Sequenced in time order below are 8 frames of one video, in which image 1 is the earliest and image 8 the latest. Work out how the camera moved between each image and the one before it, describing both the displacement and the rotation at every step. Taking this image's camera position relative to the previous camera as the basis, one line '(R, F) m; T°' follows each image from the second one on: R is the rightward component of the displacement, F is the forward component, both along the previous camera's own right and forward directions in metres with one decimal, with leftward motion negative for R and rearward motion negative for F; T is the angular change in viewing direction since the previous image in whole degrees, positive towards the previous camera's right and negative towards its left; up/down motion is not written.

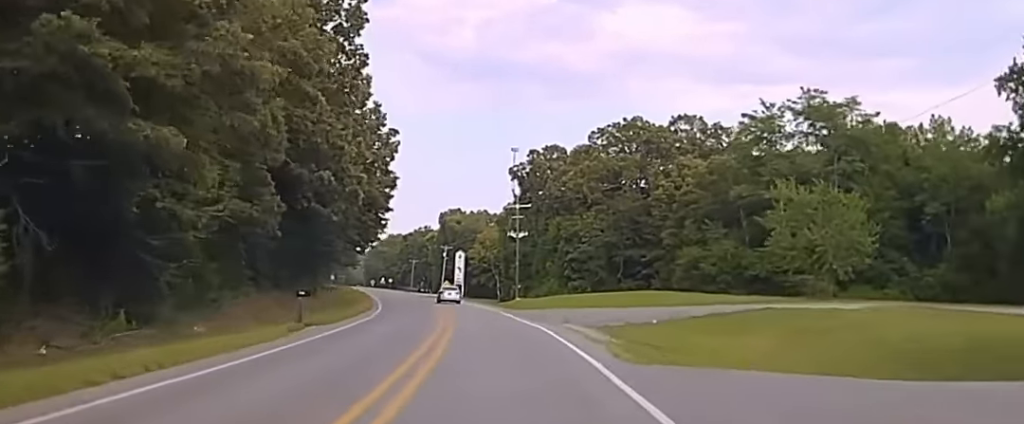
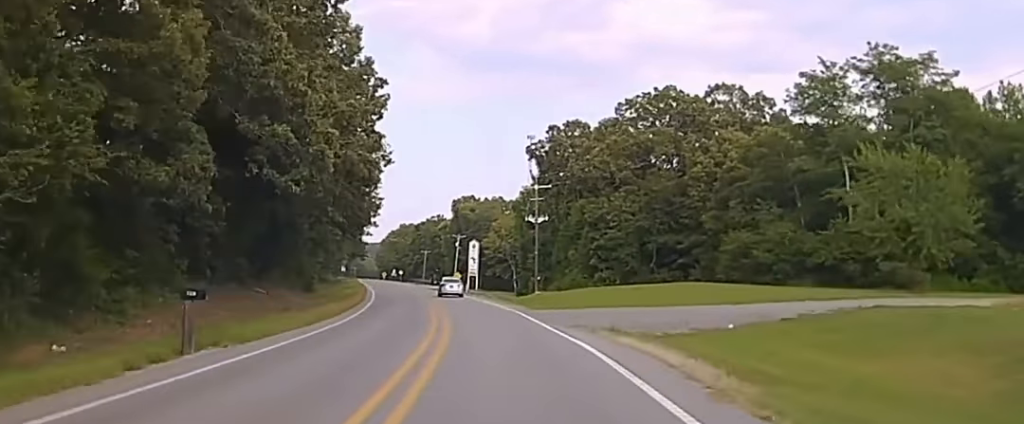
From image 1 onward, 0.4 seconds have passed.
(+0.1, +13.5) m; -1°
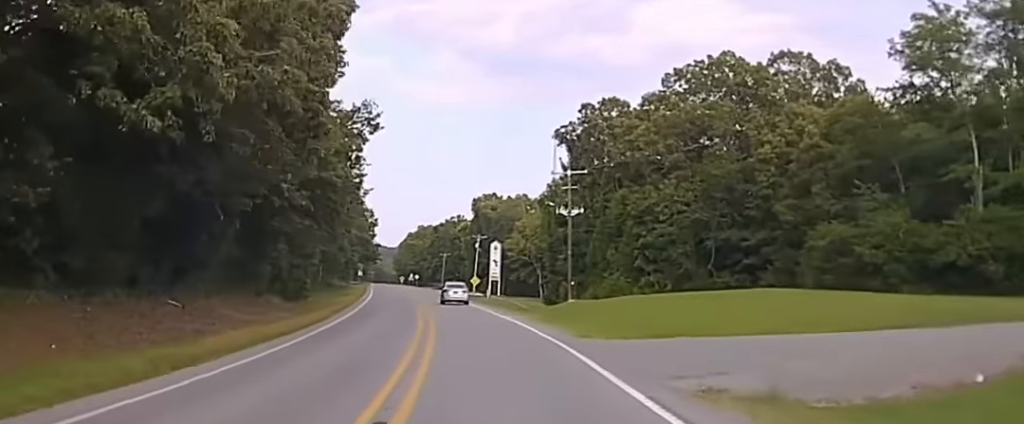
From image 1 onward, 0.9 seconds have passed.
(-0.4, +16.4) m; -2°
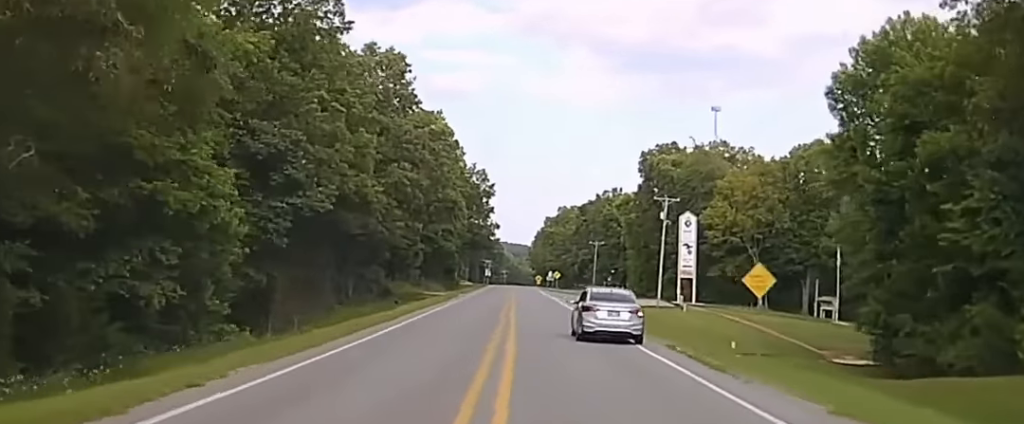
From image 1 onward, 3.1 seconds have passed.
(-4.4, +69.6) m; -6°
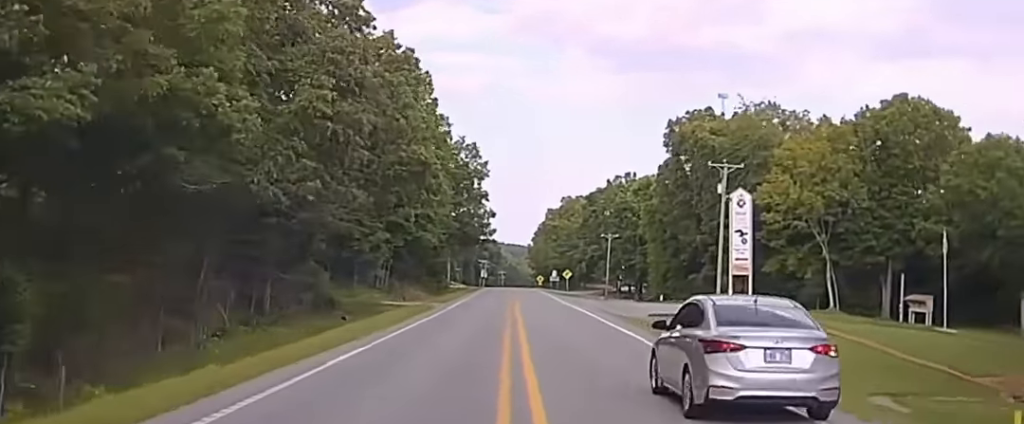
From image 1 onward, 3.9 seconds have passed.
(-0.3, +26.7) m; 0°
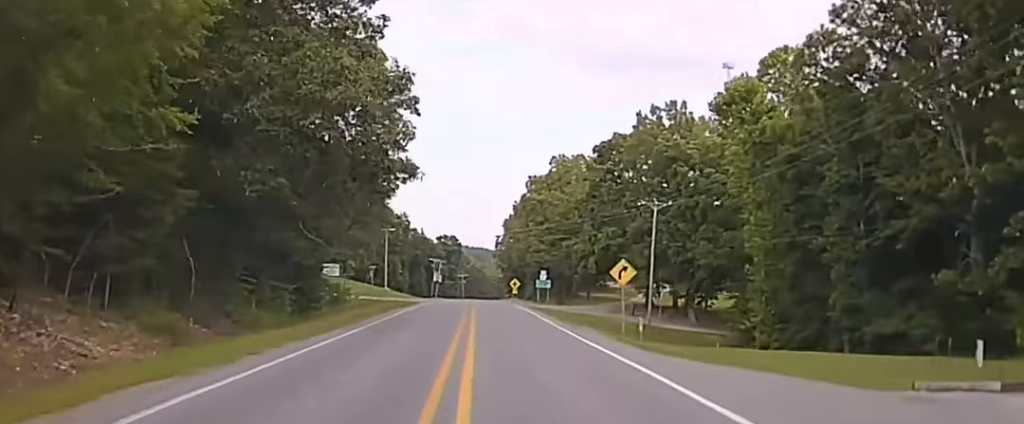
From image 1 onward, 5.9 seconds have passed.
(+1.2, +73.8) m; +2°
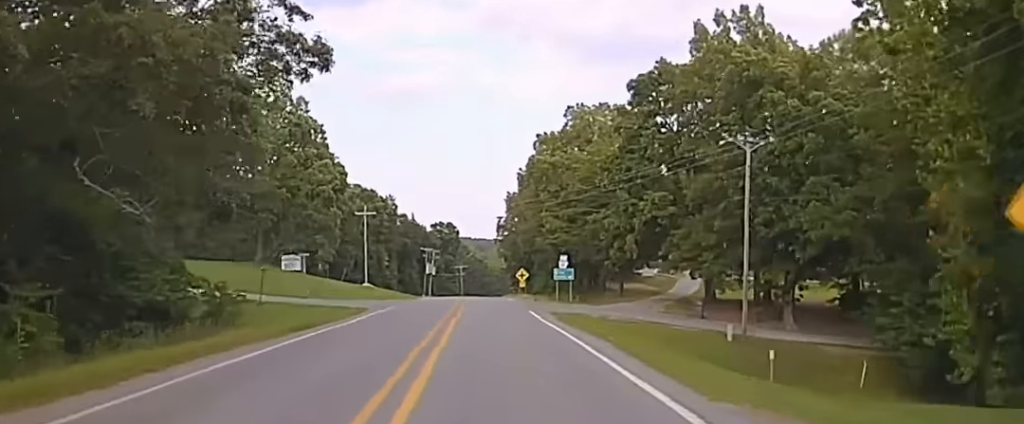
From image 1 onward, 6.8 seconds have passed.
(+0.1, +33.8) m; 0°
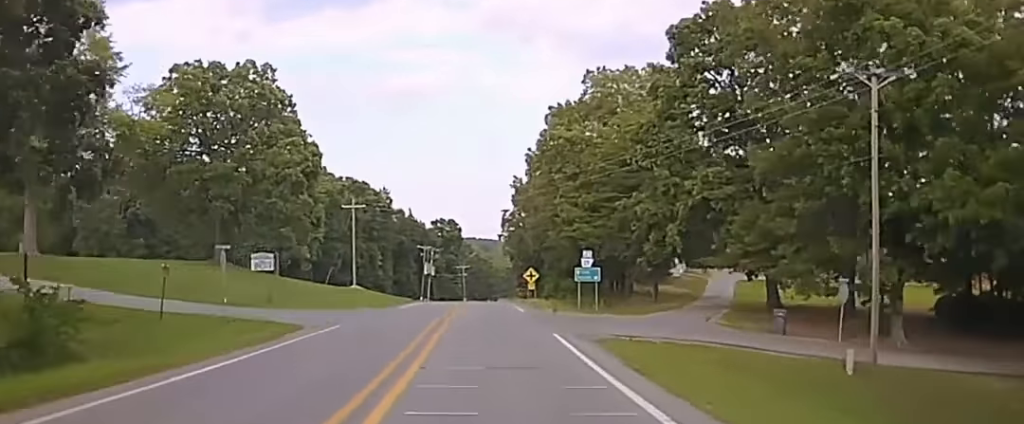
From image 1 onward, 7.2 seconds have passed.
(0.0, +17.3) m; 0°
